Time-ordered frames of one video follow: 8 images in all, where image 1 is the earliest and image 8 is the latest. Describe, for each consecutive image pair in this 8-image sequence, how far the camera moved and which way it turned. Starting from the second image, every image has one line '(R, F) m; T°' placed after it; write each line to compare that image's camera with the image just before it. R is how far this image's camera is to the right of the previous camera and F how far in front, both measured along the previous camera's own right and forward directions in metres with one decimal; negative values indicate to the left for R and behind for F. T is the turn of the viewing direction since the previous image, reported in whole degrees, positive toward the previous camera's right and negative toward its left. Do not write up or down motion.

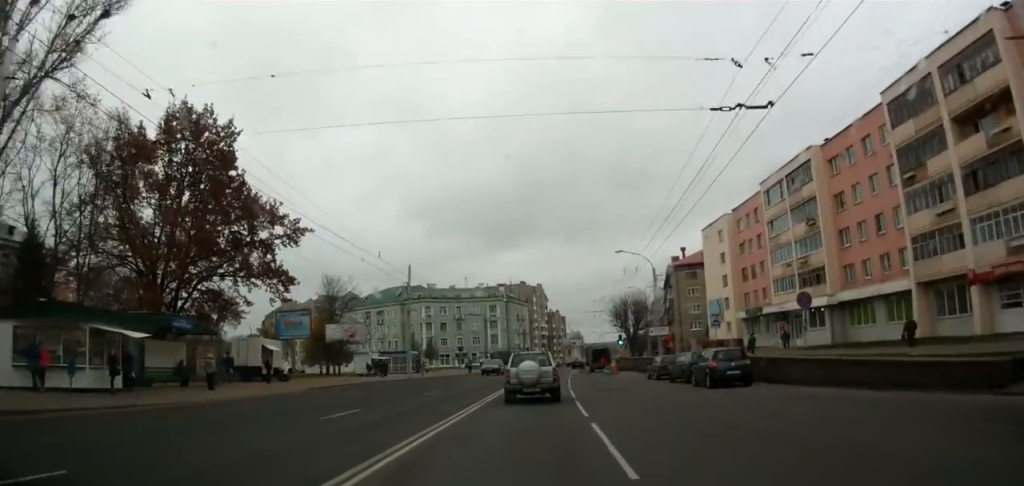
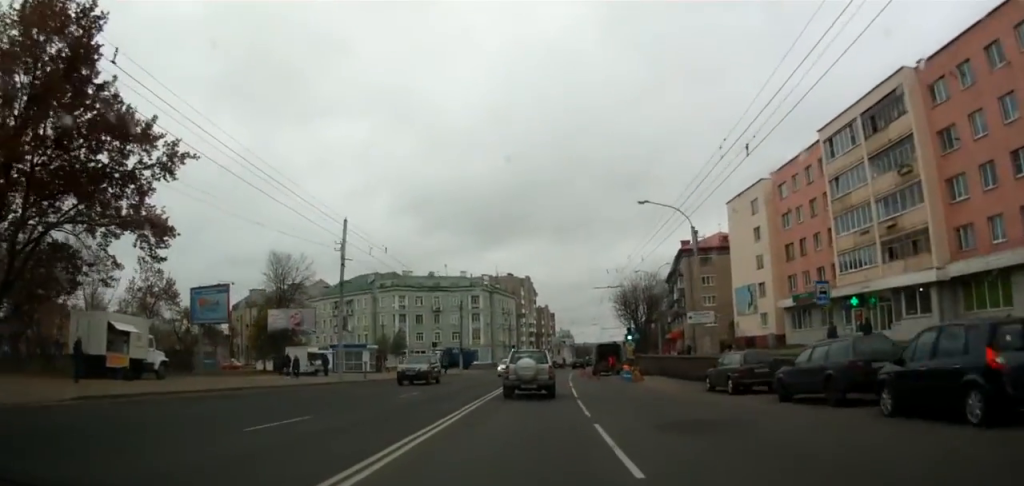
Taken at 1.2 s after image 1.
(+0.6, +16.2) m; 0°
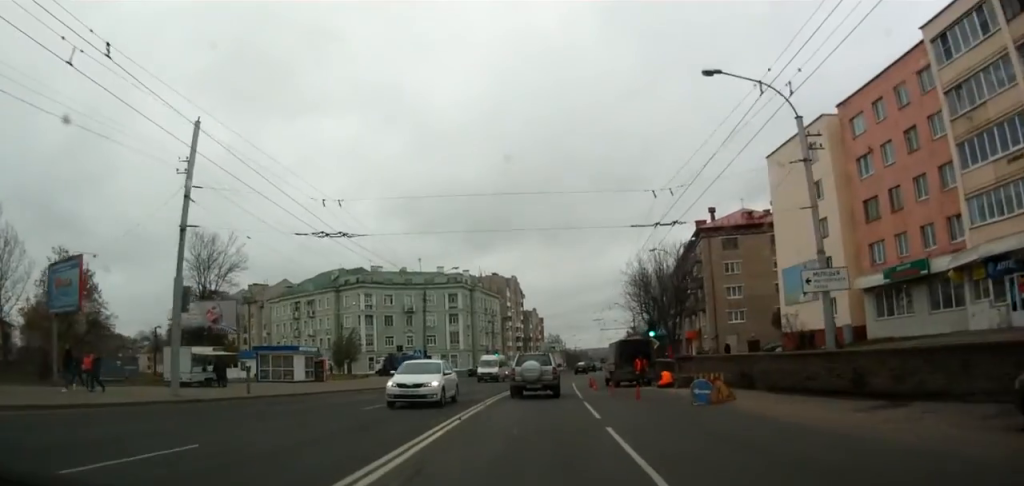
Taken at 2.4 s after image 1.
(-0.4, +17.3) m; +1°
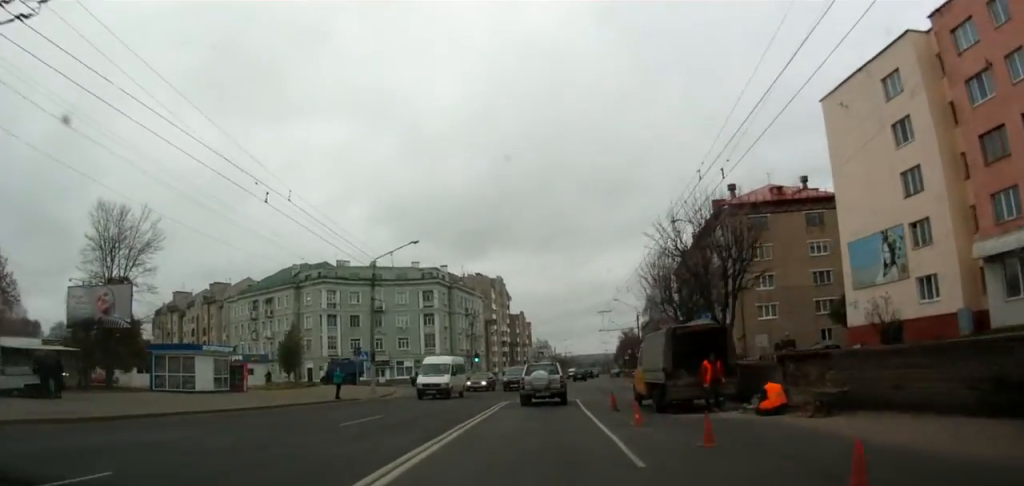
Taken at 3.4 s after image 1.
(+0.4, +14.4) m; +2°
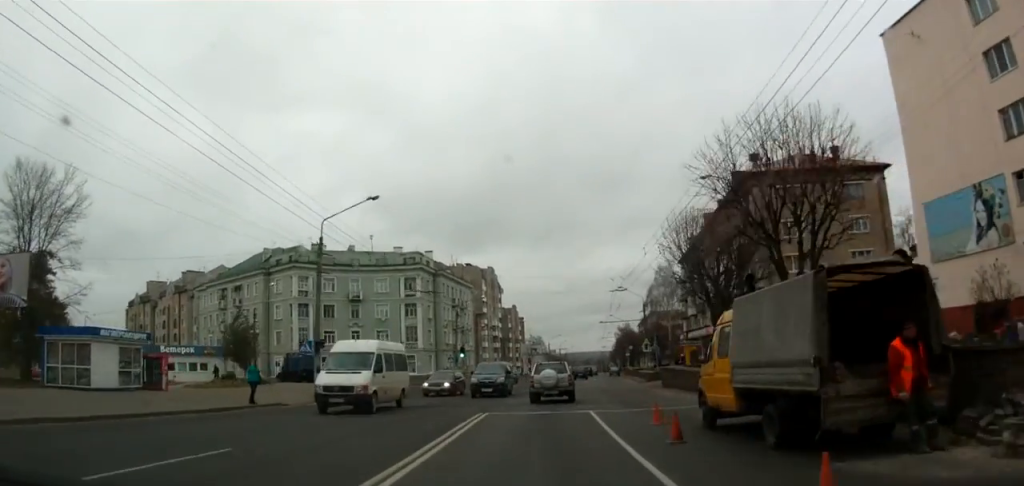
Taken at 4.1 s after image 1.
(-0.1, +9.4) m; +2°
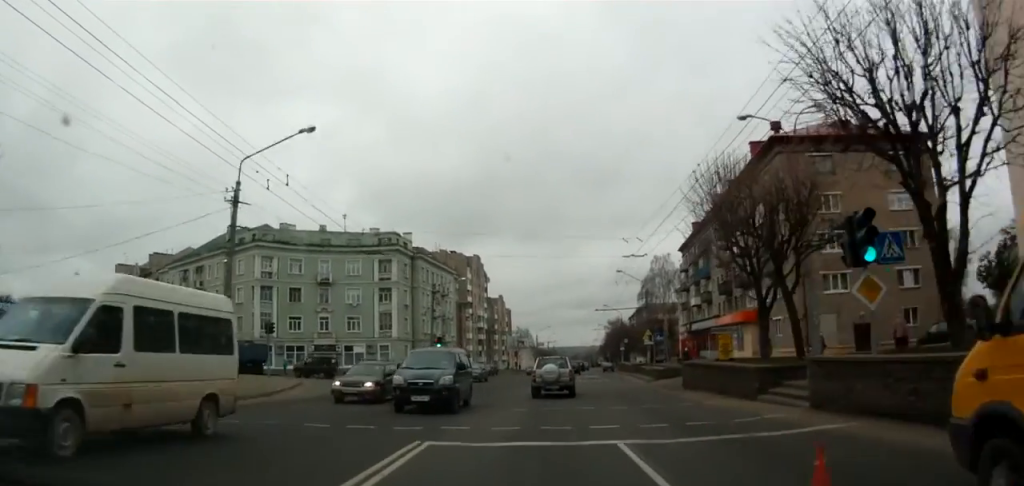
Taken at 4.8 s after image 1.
(+0.4, +8.8) m; 0°
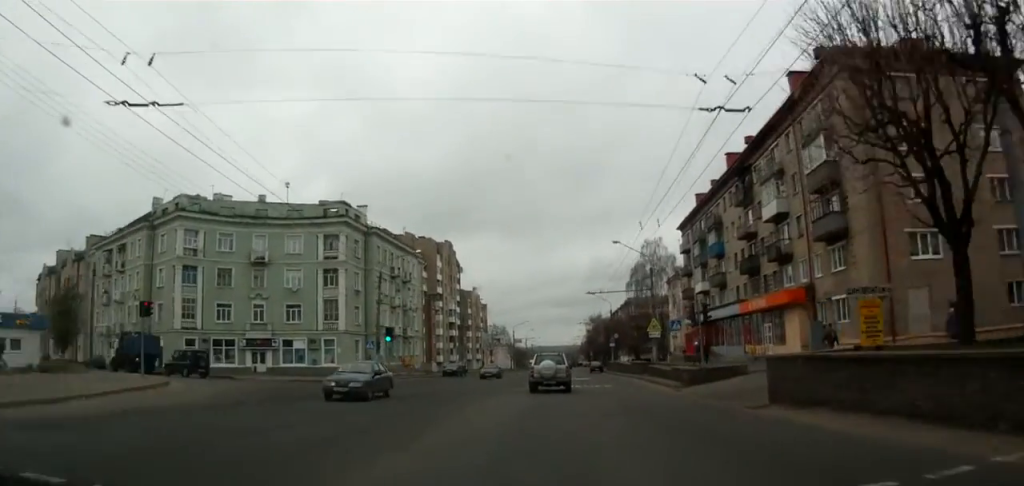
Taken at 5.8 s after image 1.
(-0.2, +13.8) m; 0°
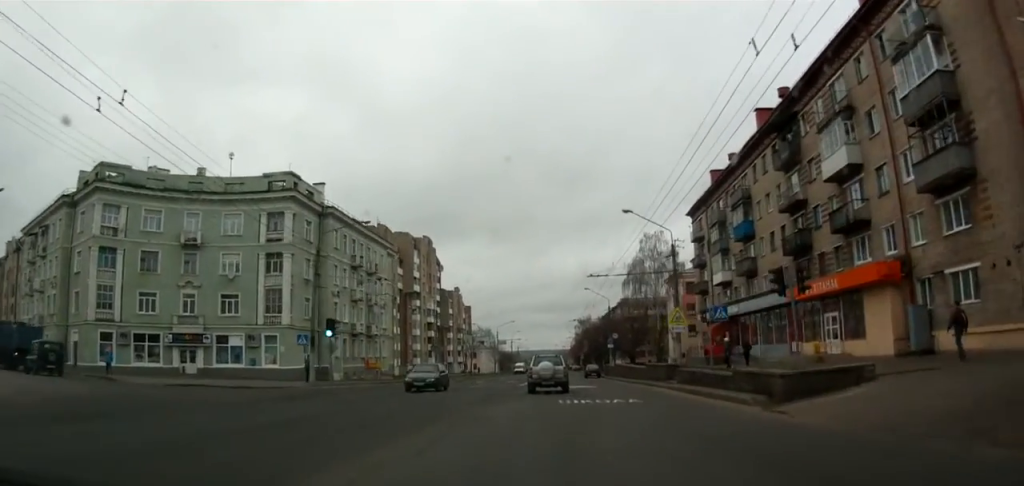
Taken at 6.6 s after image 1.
(+0.1, +12.3) m; +1°
